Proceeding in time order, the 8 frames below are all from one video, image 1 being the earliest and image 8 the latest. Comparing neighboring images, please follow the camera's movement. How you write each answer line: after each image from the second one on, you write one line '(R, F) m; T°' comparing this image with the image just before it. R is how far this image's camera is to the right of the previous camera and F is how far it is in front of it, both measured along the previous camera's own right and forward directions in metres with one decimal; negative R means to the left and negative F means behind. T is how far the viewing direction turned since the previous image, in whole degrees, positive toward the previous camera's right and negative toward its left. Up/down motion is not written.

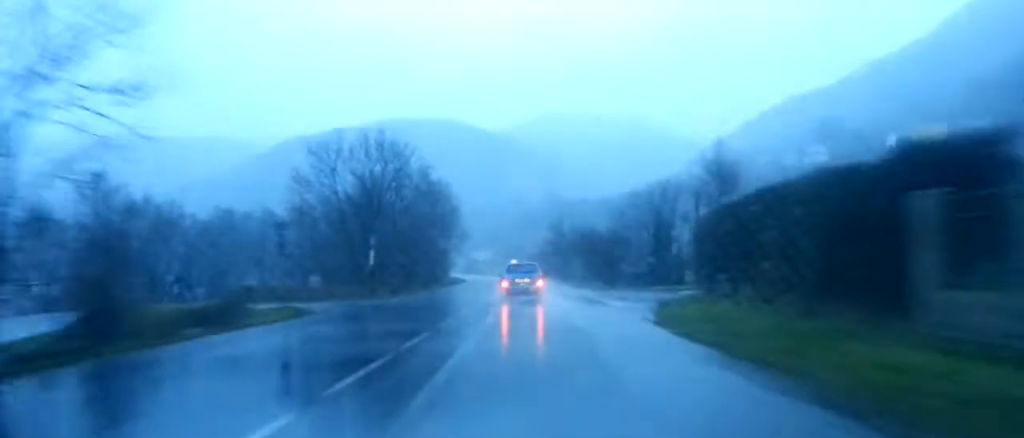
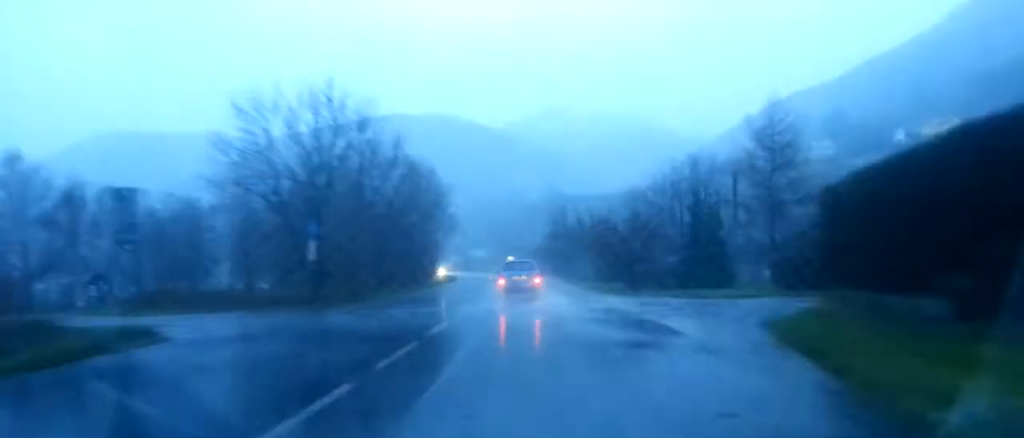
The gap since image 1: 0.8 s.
(-0.2, +11.6) m; 0°
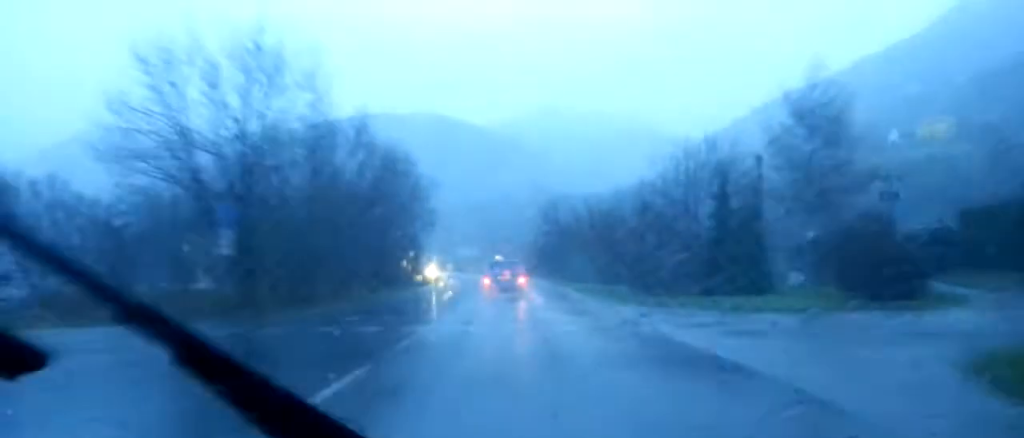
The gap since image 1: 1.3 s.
(0.0, +7.7) m; 0°
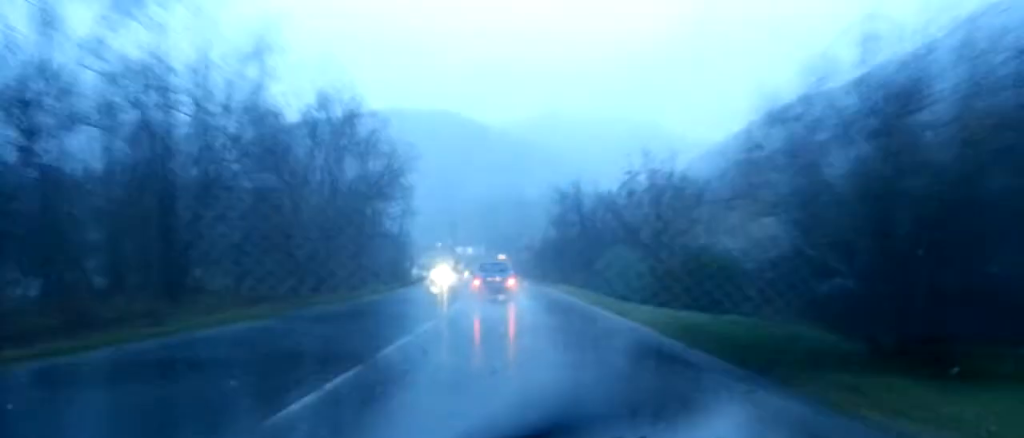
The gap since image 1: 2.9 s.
(+0.4, +22.0) m; 0°
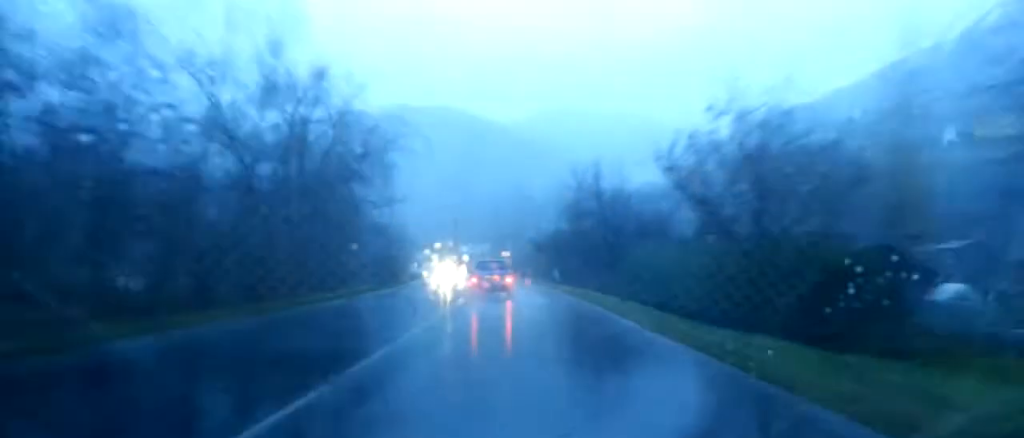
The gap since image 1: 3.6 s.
(-0.2, +10.5) m; -1°
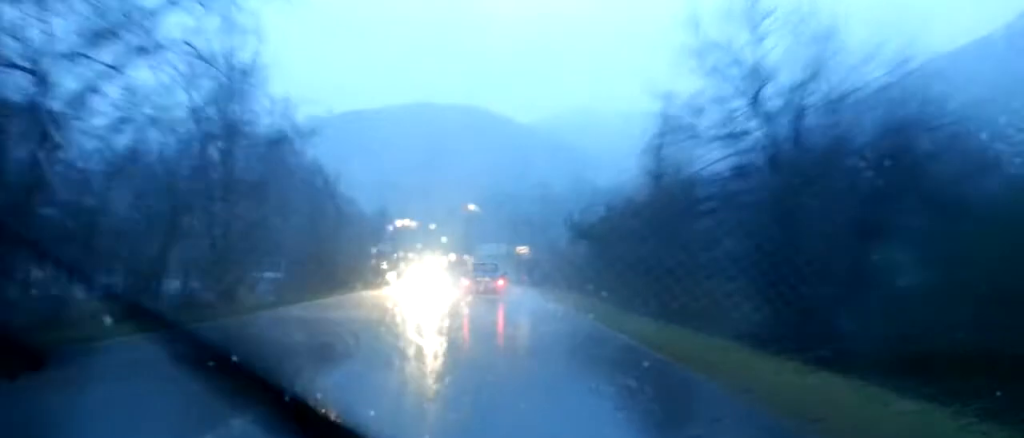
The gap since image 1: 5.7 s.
(-0.4, +30.9) m; 0°
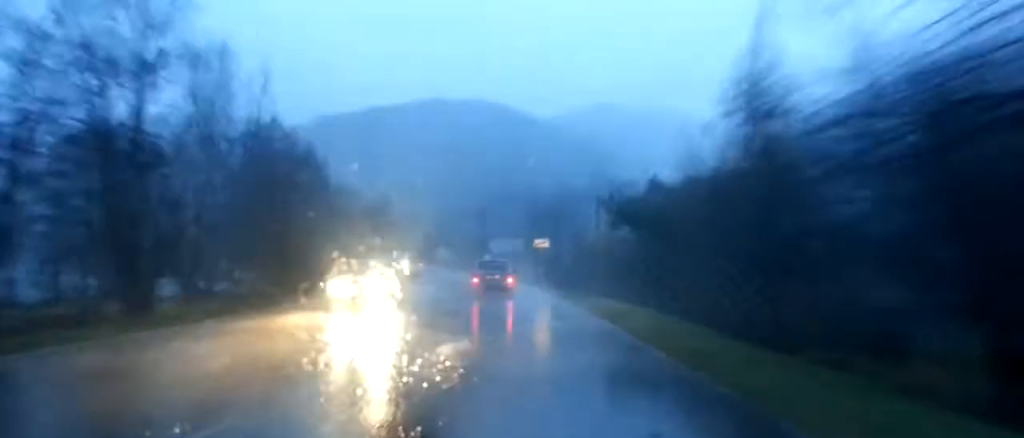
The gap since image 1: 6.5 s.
(0.0, +10.9) m; 0°
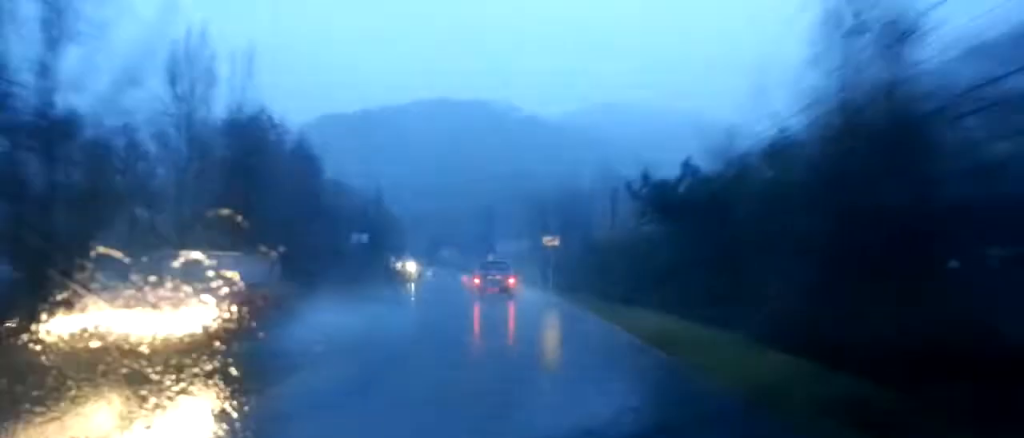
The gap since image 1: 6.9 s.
(0.0, +6.0) m; 0°
